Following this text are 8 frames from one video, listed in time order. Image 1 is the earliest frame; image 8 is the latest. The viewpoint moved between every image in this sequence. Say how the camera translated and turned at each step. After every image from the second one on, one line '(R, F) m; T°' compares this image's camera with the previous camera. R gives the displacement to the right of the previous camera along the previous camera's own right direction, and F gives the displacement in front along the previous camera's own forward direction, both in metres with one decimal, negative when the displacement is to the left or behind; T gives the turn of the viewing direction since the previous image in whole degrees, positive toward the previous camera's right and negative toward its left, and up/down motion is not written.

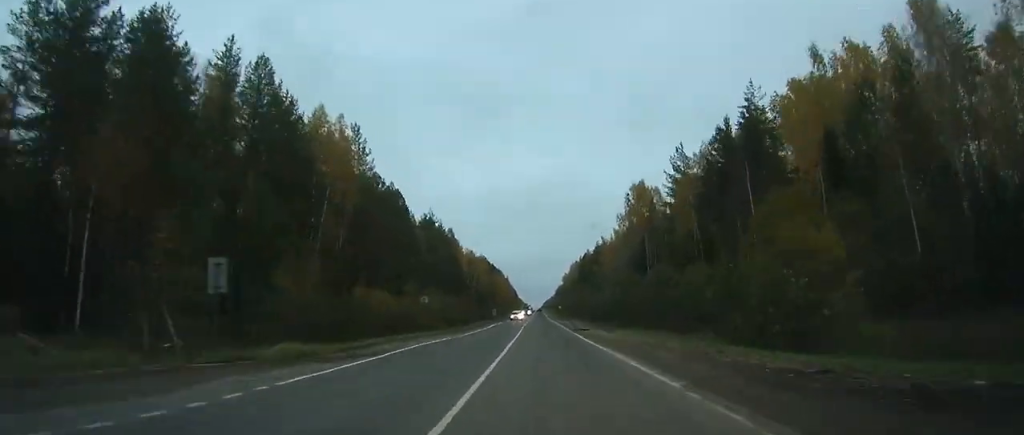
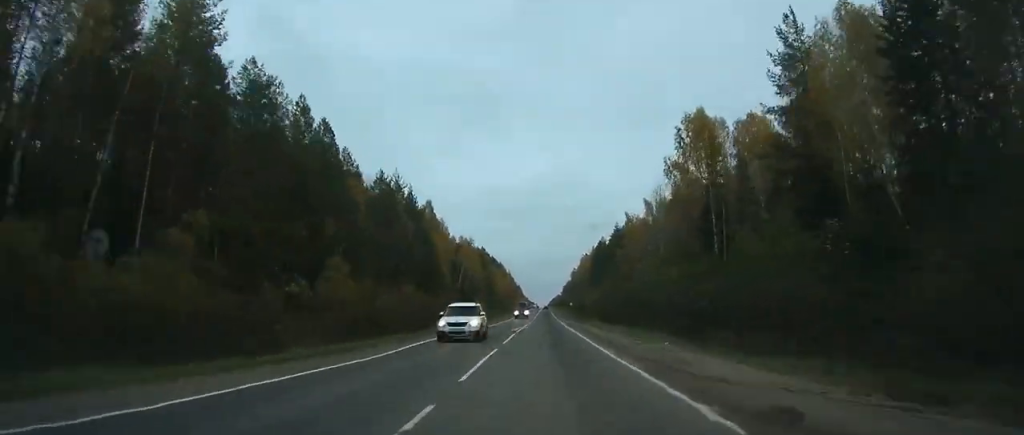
(+0.2, +35.4) m; 0°
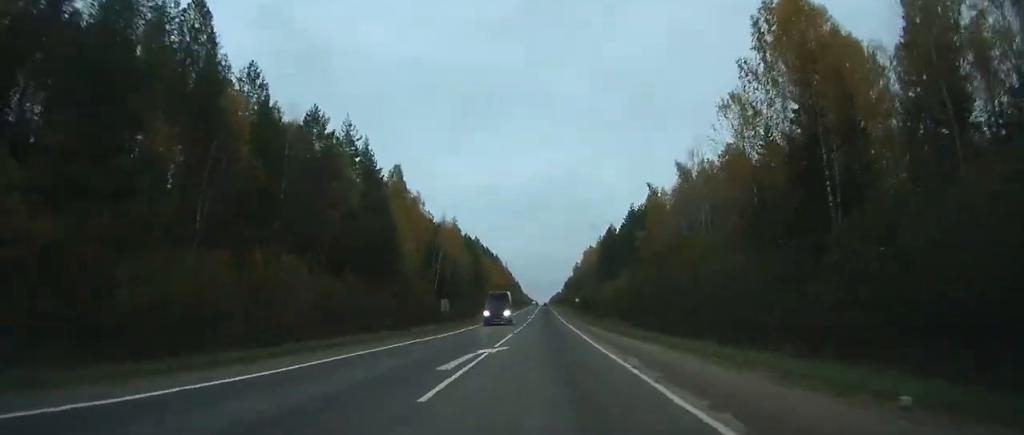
(0.0, +27.6) m; 0°
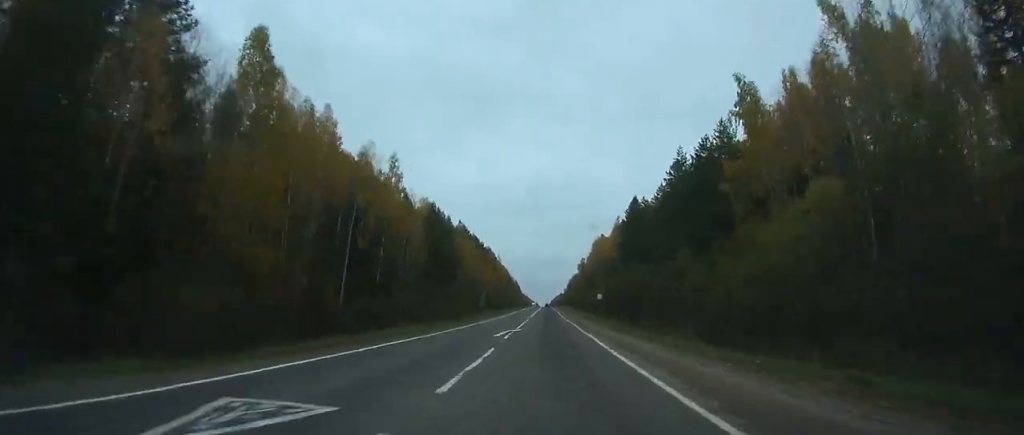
(0.0, +47.8) m; 0°
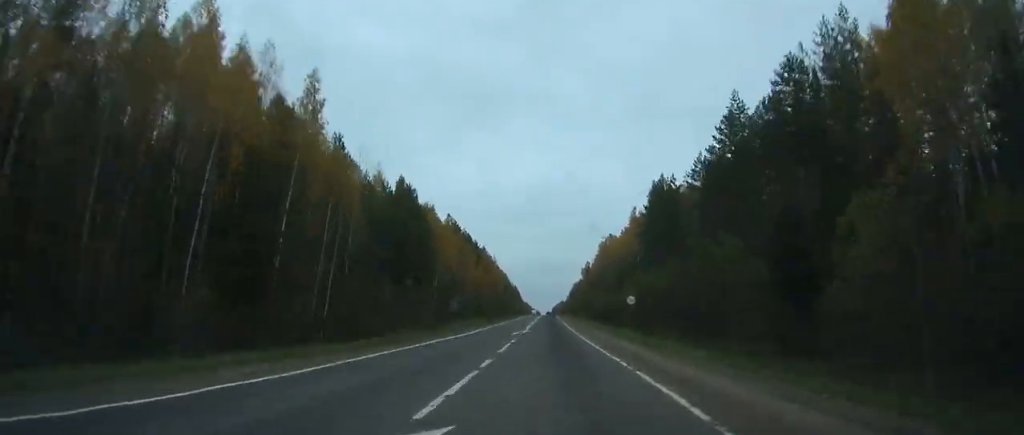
(0.0, +25.8) m; 0°
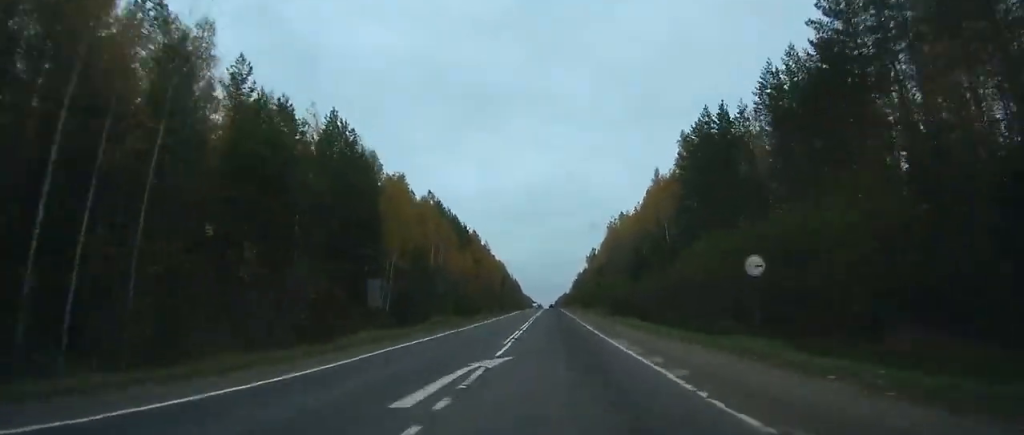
(0.0, +26.9) m; 0°
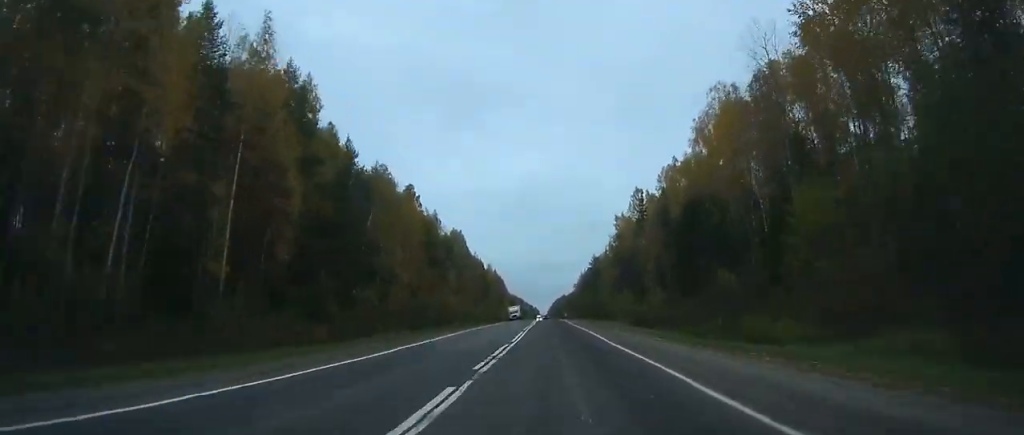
(-0.5, +132.4) m; 0°
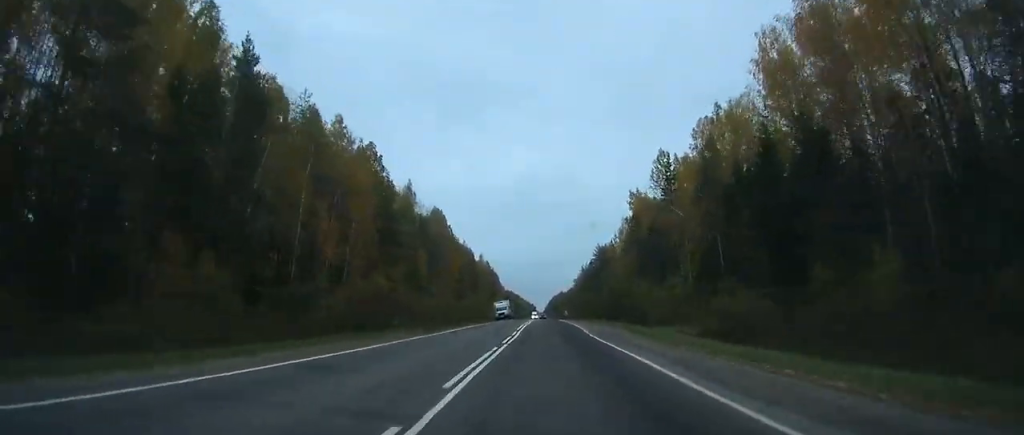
(0.0, +28.5) m; 0°
